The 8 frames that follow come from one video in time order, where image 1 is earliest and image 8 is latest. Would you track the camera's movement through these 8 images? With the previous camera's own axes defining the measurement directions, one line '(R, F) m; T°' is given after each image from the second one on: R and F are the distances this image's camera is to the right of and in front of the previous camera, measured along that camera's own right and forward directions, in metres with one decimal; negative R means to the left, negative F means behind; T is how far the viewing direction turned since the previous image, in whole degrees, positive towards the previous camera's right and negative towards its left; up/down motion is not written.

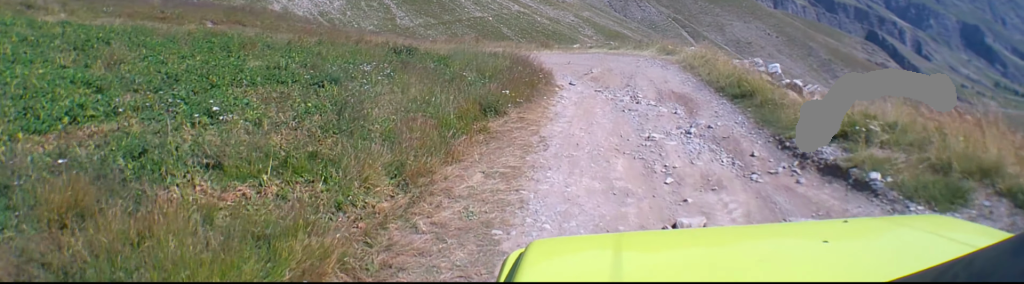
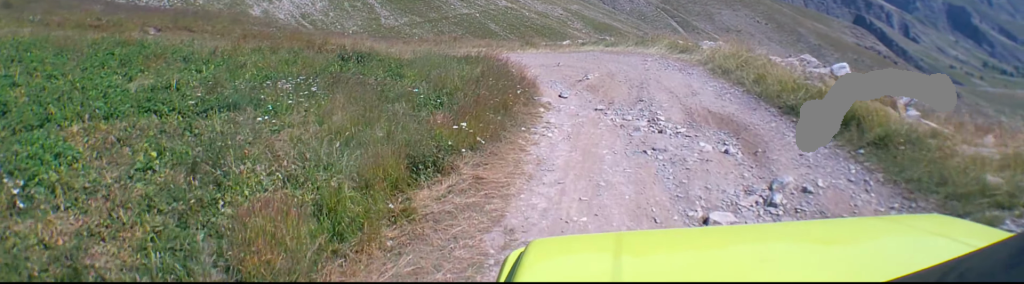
(-0.8, +2.8) m; -14°
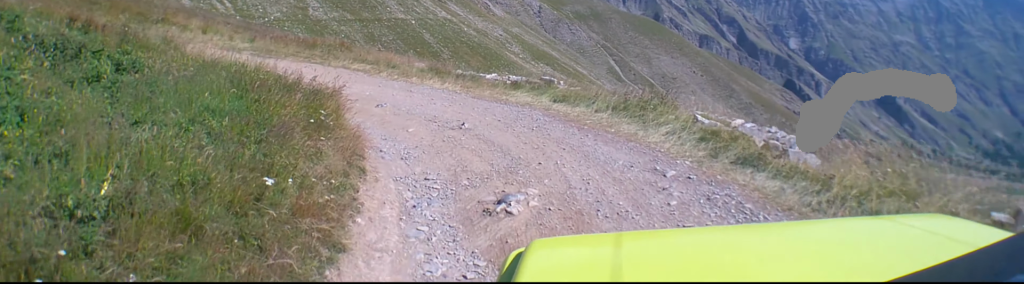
(-0.4, +6.9) m; -3°
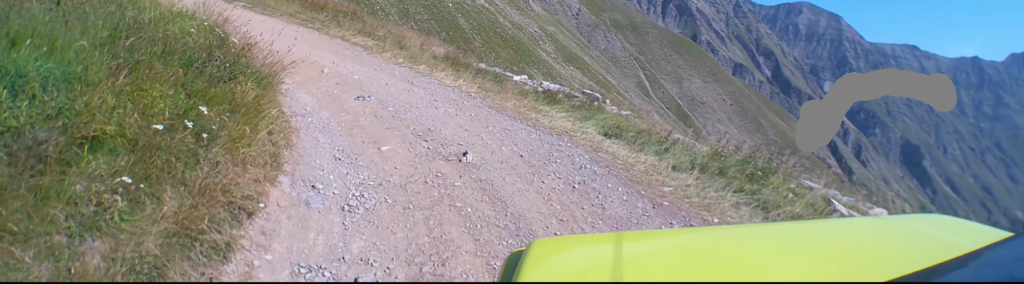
(0.0, +3.7) m; -2°
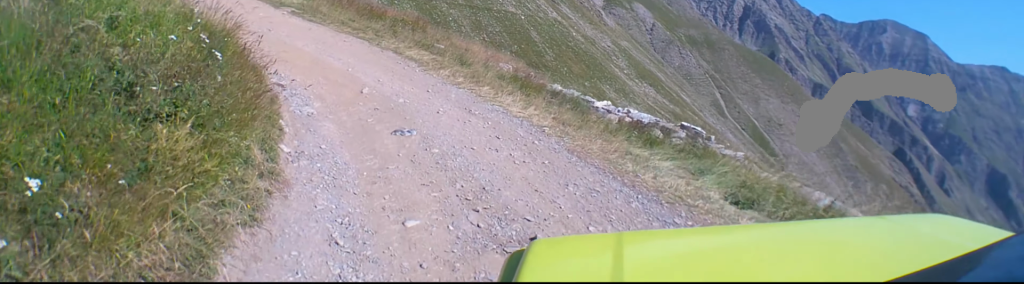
(+0.1, +2.2) m; -5°
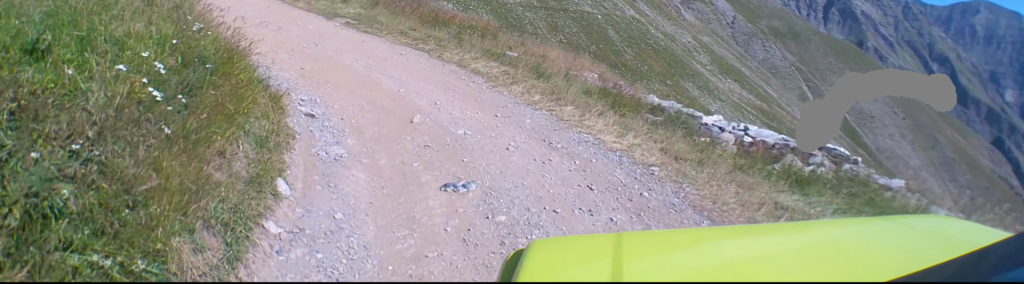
(-0.2, +2.0) m; -18°
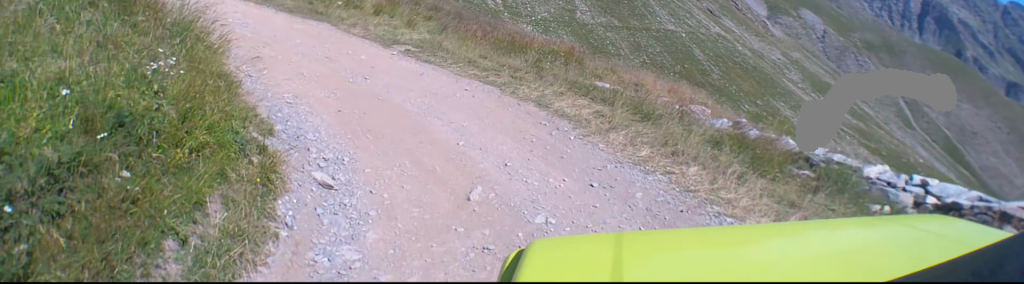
(-0.2, +2.0) m; -14°
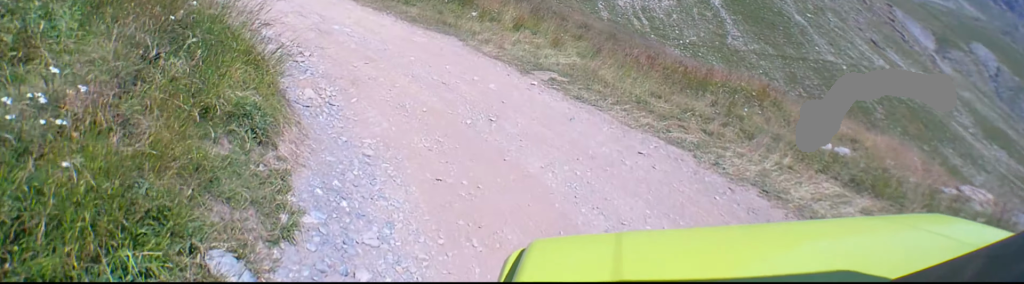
(-1.0, +3.6) m; -8°
